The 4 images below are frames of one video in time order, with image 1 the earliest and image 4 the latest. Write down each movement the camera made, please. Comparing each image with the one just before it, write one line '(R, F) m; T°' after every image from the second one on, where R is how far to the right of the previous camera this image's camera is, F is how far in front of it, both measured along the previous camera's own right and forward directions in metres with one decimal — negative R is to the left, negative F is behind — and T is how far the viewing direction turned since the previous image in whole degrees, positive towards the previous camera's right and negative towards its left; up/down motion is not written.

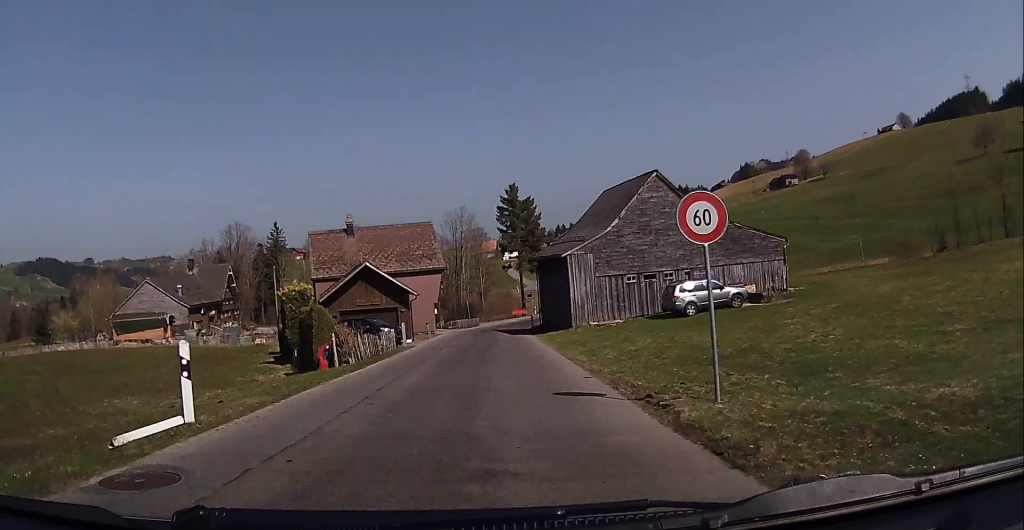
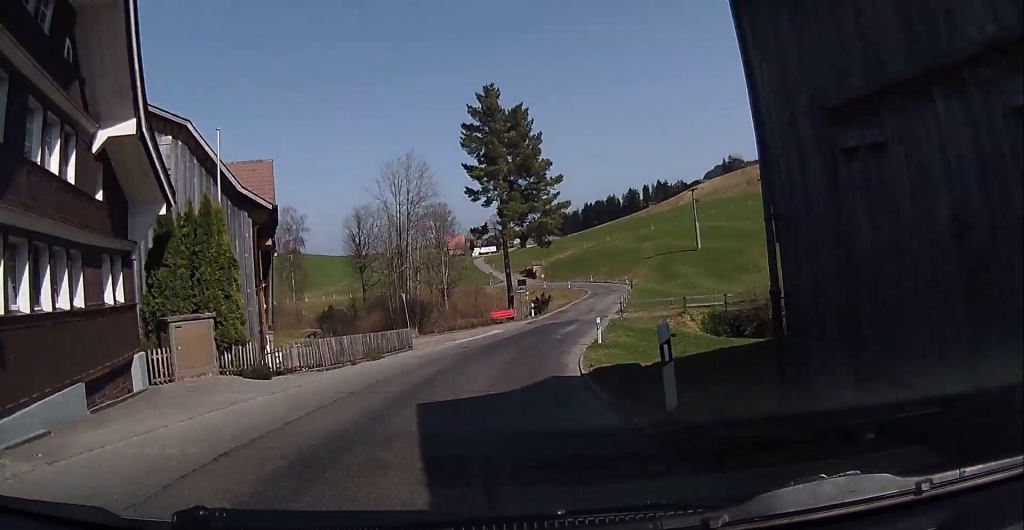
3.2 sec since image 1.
(-0.4, +40.6) m; +1°
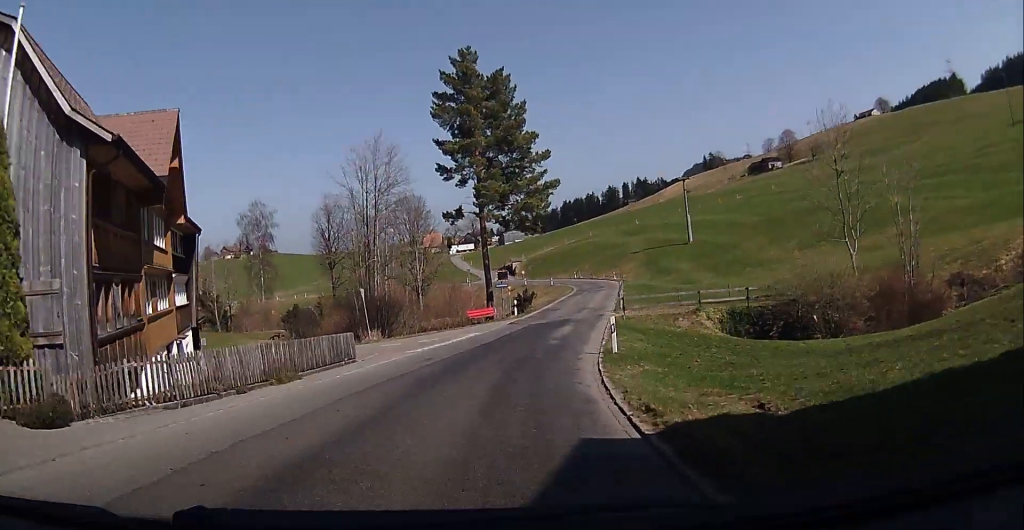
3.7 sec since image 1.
(+0.6, +7.1) m; +3°
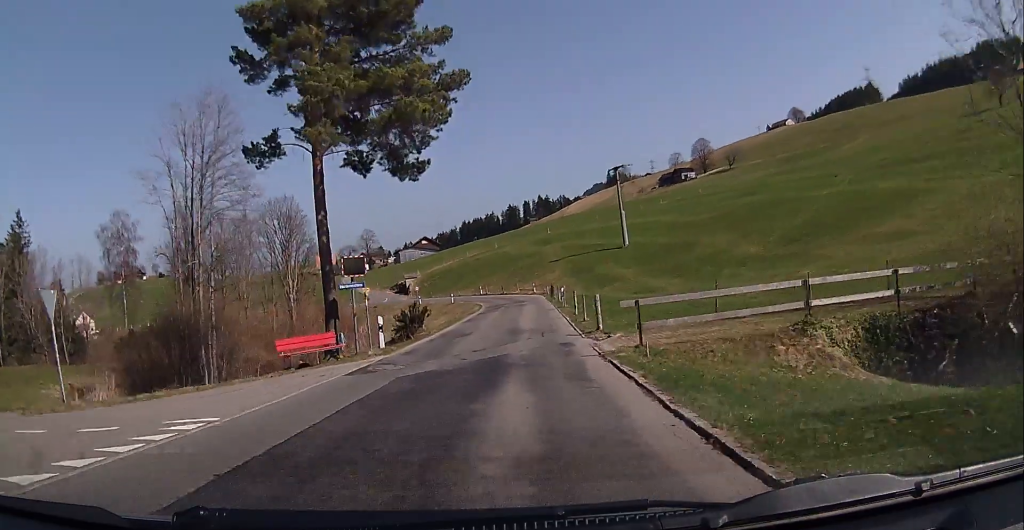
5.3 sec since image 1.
(+1.0, +20.4) m; +6°
